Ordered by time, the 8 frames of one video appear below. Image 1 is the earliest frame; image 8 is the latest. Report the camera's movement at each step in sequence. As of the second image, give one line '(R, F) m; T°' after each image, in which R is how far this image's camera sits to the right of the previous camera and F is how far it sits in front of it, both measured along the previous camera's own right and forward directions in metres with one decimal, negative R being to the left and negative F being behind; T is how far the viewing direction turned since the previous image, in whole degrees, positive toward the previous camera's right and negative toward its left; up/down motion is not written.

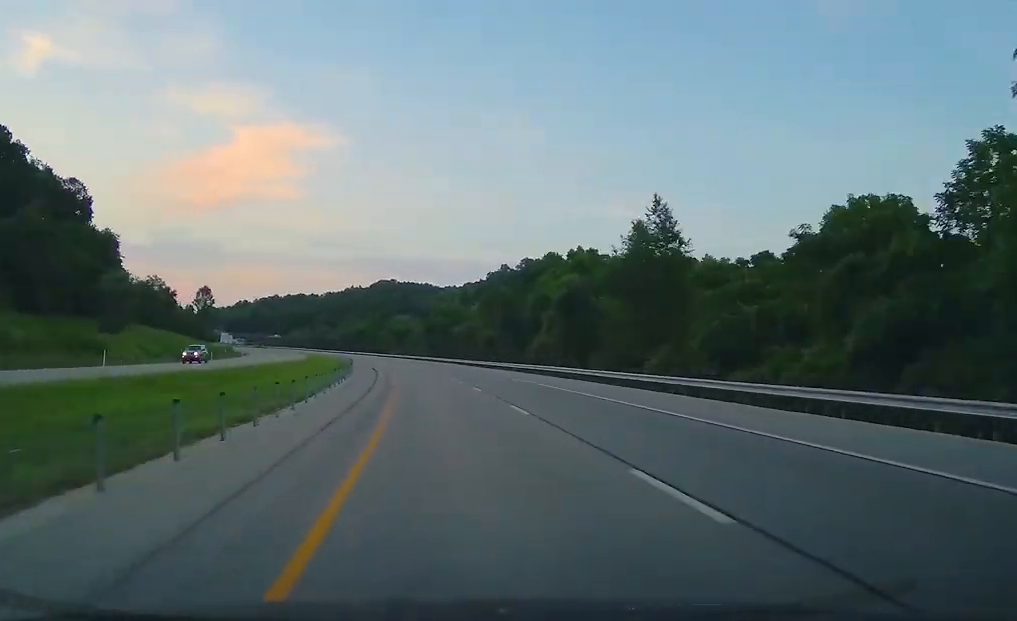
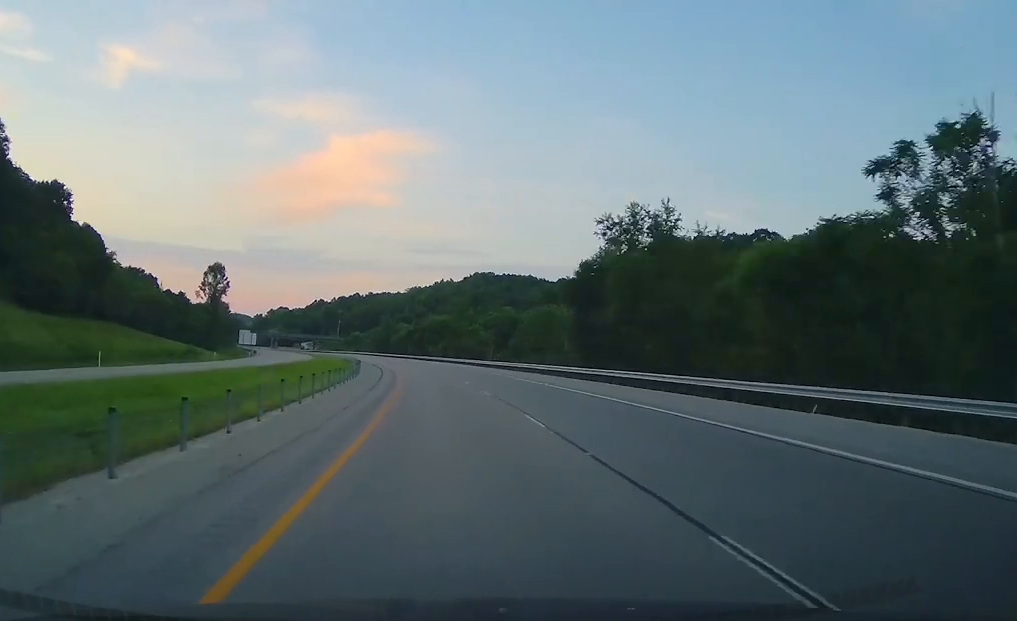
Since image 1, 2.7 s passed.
(-4.3, +90.2) m; -7°
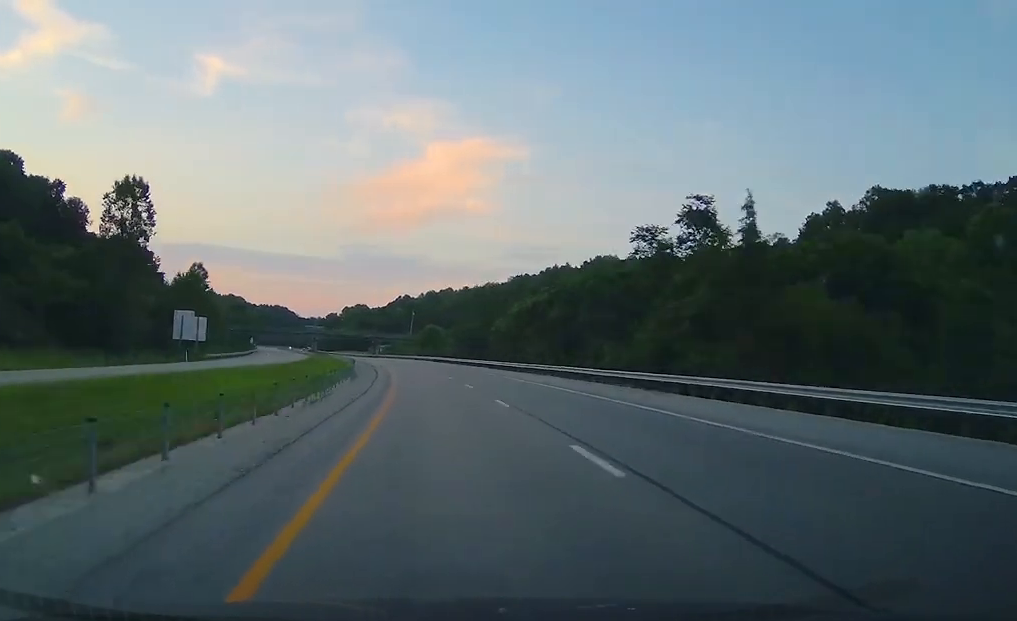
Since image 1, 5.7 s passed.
(-7.3, +104.8) m; -8°
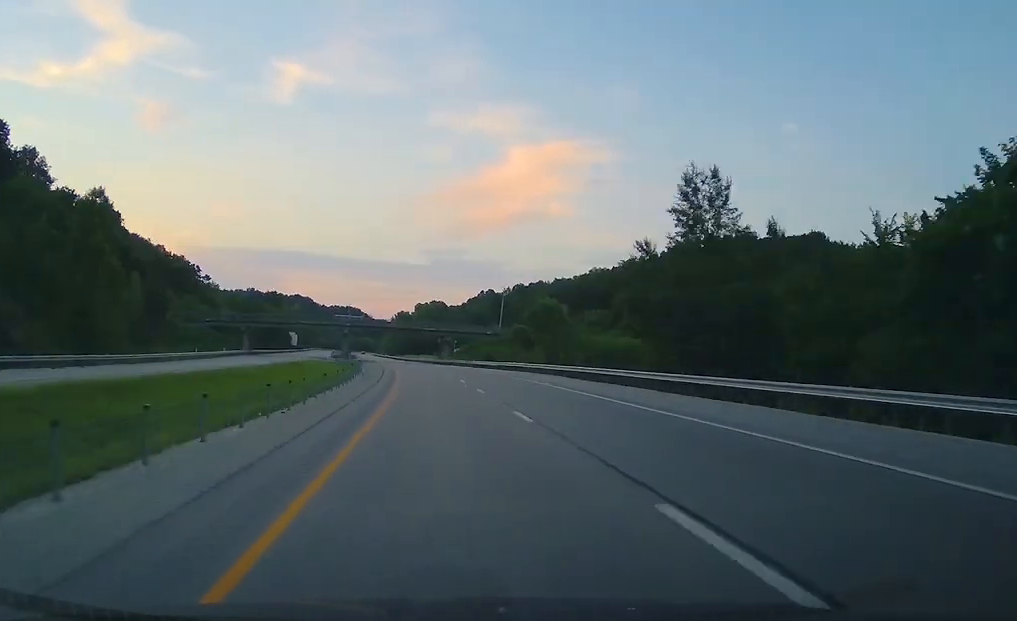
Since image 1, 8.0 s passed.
(-6.1, +77.9) m; -4°
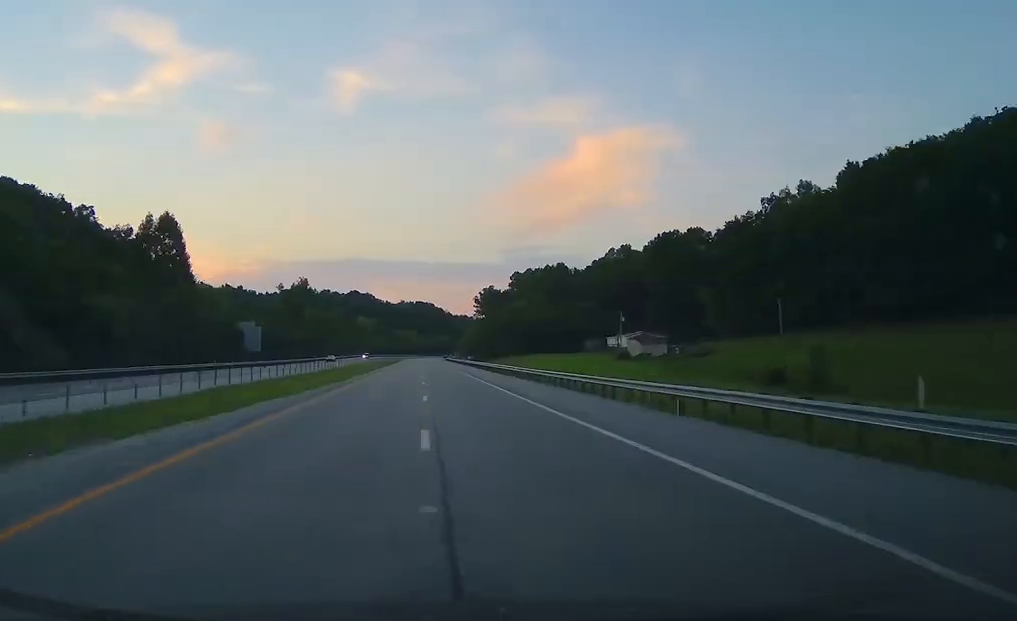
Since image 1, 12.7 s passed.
(-9.8, +160.4) m; -5°
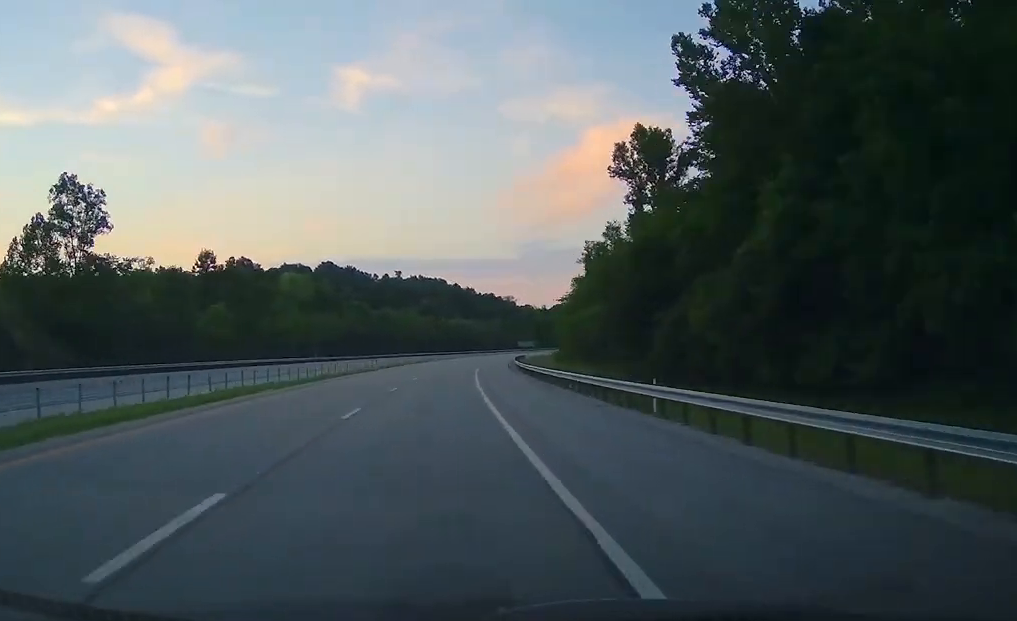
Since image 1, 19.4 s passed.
(+0.1, +226.3) m; +4°
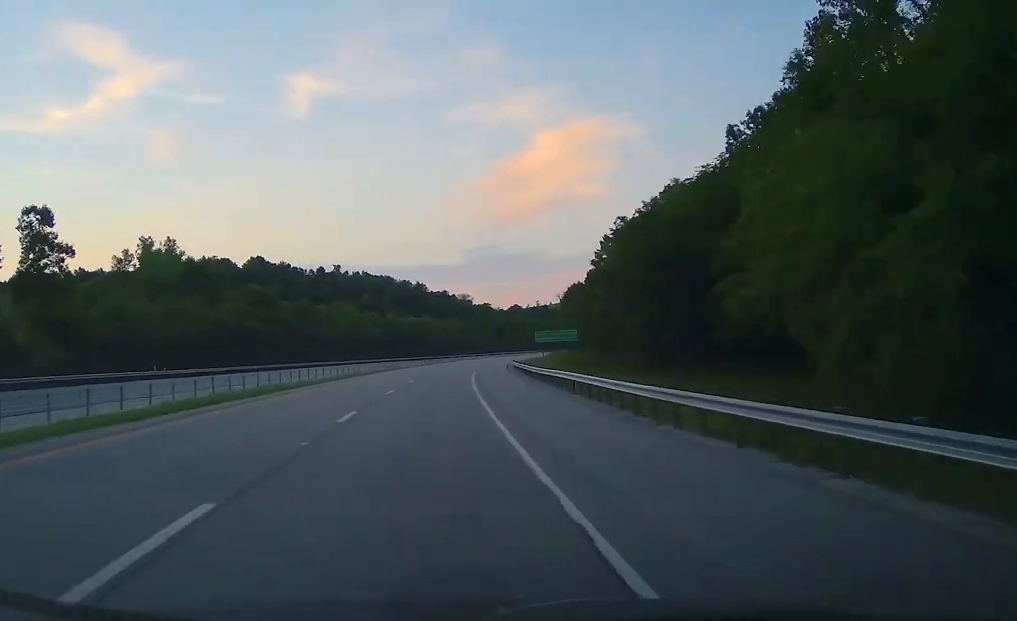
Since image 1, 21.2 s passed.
(+0.6, +62.8) m; +3°
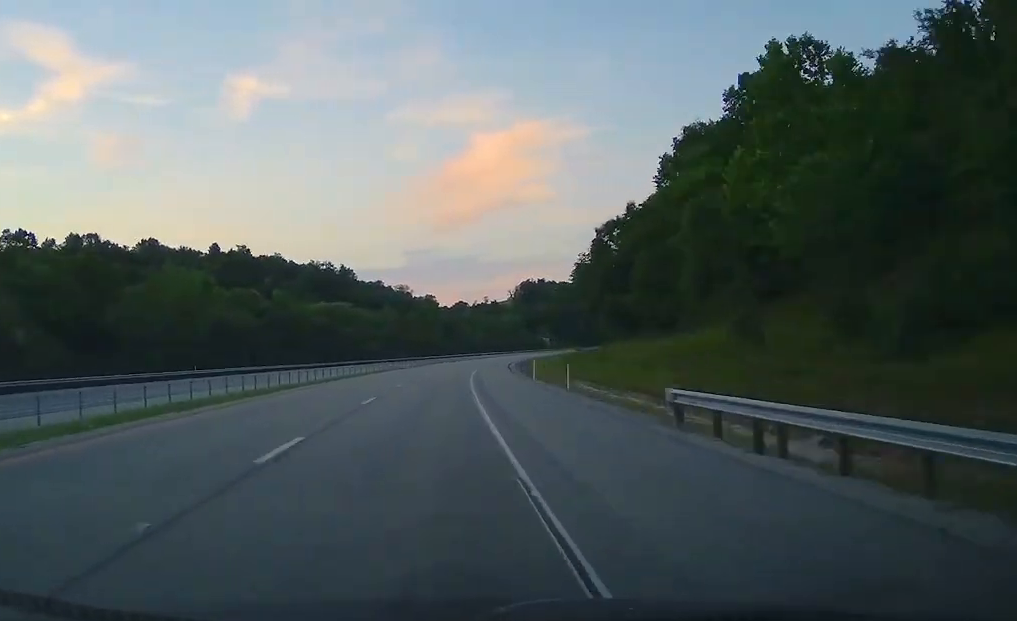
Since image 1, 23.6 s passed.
(+4.0, +80.8) m; +5°
